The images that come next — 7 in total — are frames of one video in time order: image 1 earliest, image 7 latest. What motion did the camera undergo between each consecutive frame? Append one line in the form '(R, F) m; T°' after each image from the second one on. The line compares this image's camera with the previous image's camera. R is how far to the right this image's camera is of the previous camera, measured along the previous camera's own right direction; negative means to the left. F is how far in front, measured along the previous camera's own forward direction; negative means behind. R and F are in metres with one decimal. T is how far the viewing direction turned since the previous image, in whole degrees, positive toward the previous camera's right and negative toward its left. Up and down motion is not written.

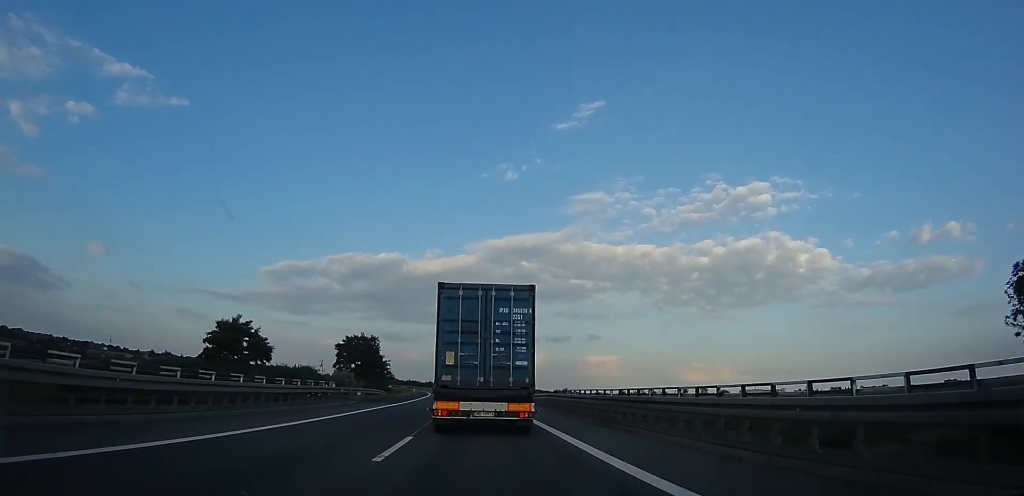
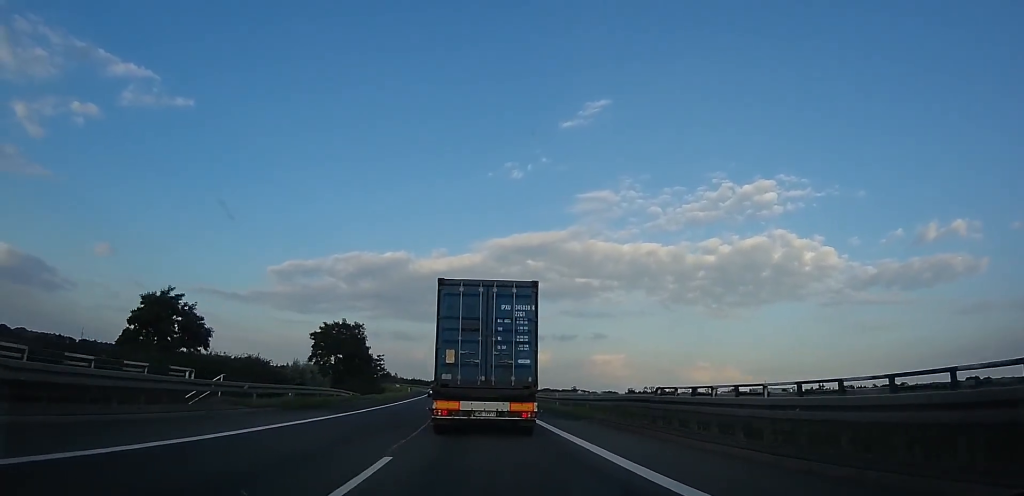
(-0.6, +15.8) m; -2°
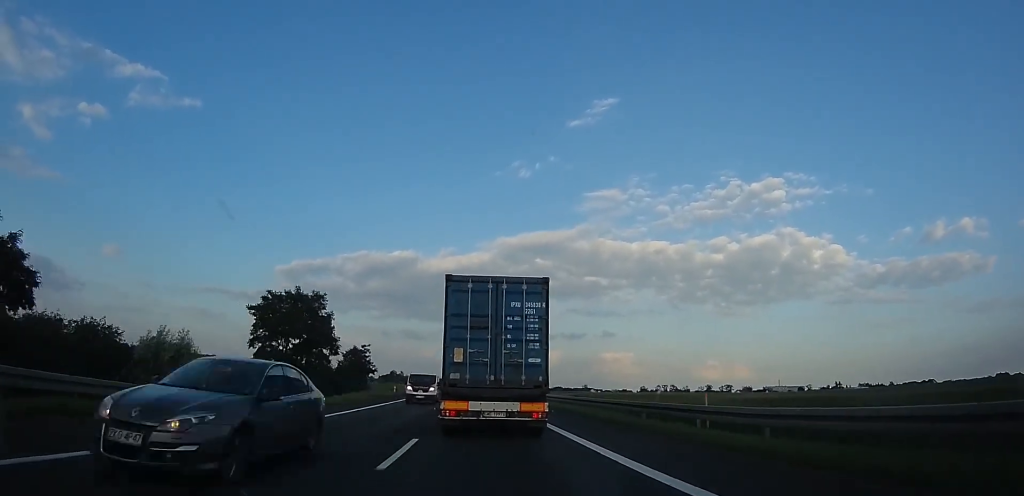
(0.0, +21.3) m; 0°
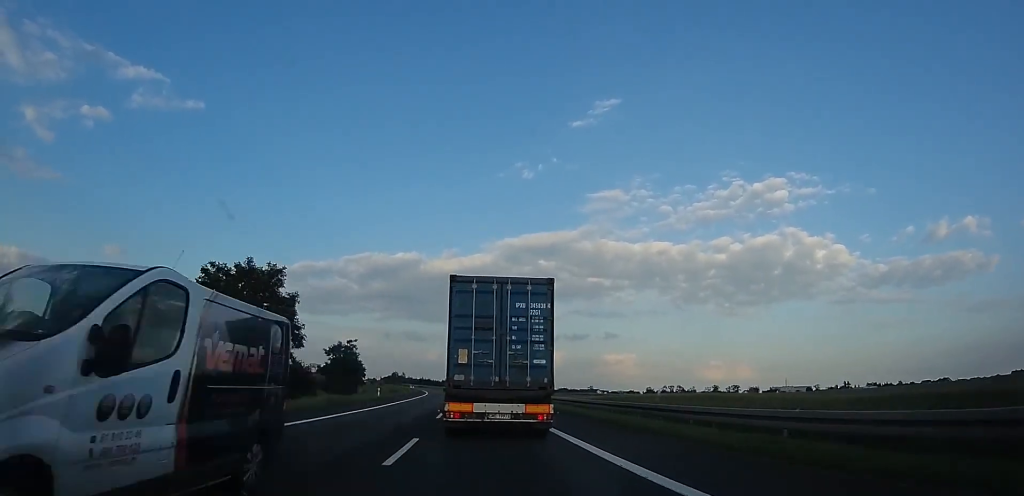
(0.0, +11.5) m; 0°
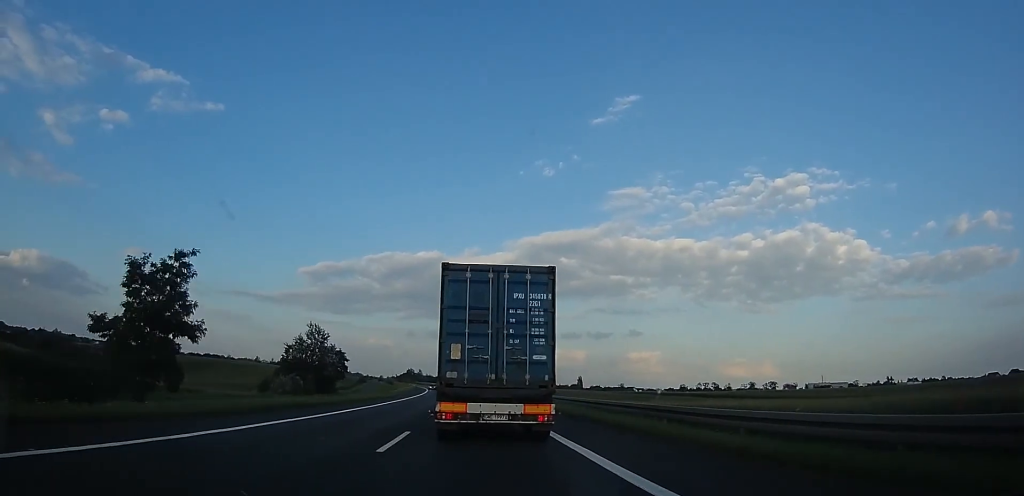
(0.0, +46.6) m; 0°
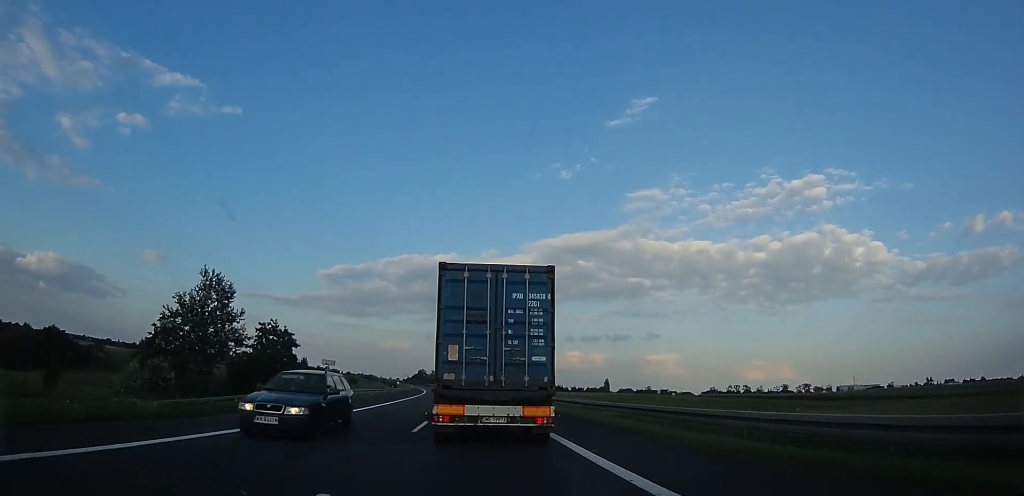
(0.0, +43.7) m; 0°
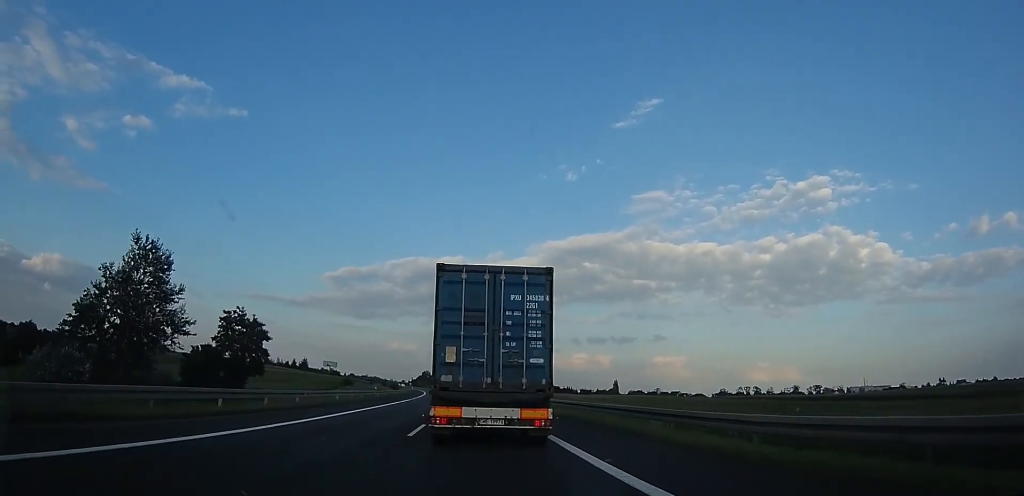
(0.0, +12.6) m; -2°
